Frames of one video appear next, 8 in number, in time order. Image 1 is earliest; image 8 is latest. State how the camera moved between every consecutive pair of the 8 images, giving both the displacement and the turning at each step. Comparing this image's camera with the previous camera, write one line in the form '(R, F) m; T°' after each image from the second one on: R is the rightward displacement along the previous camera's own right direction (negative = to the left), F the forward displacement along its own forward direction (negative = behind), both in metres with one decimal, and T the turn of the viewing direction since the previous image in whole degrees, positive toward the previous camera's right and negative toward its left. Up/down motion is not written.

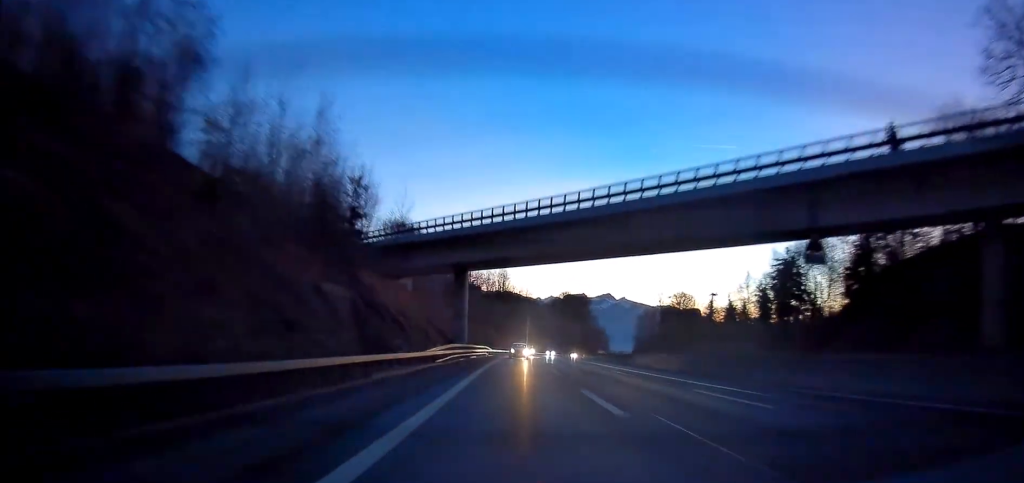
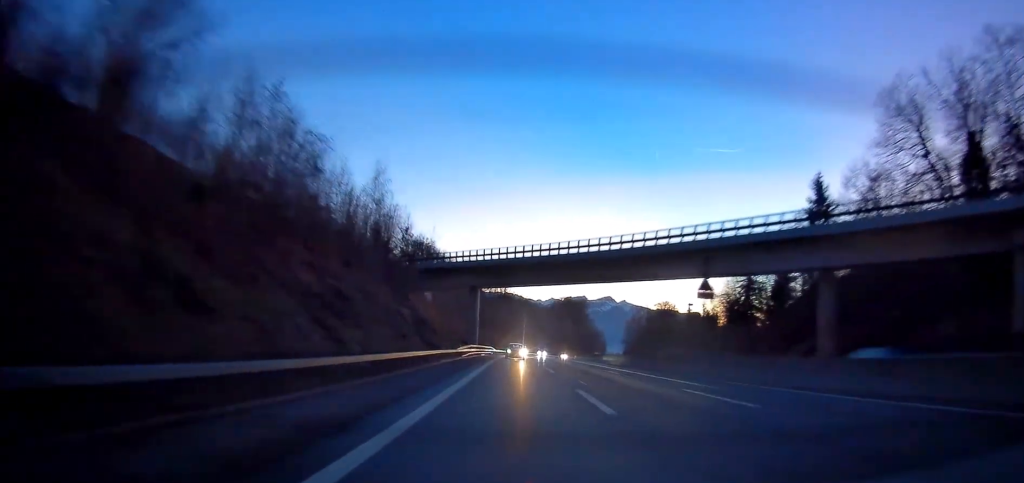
(-0.1, +18.3) m; 0°
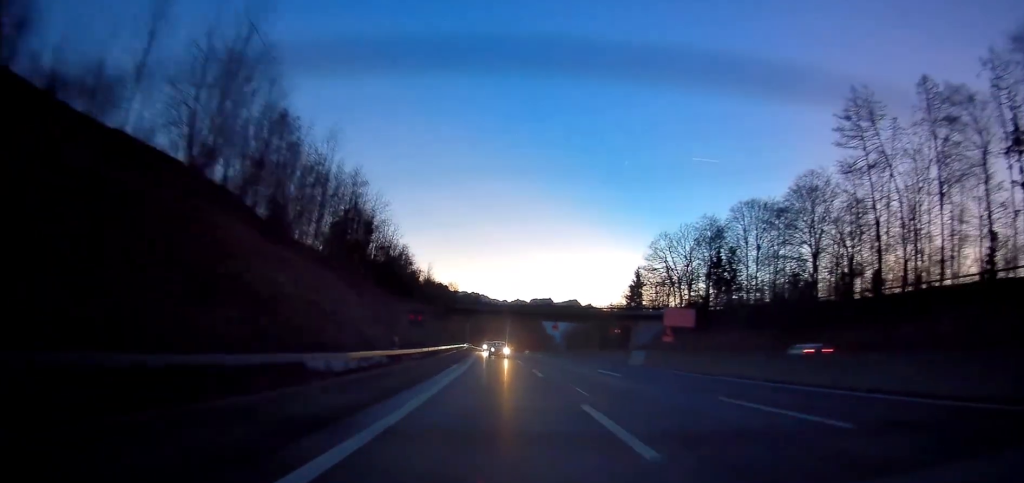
(+0.6, +84.6) m; +2°
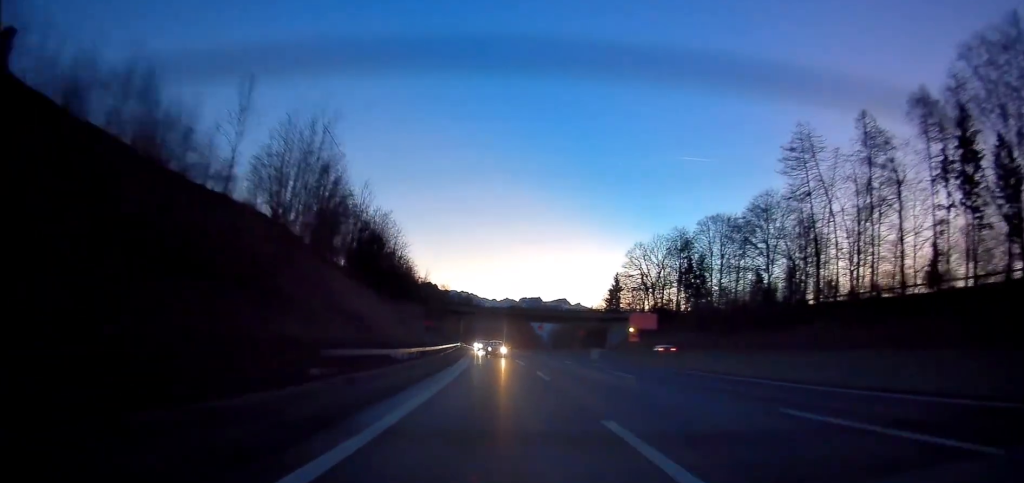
(0.0, +15.3) m; +1°
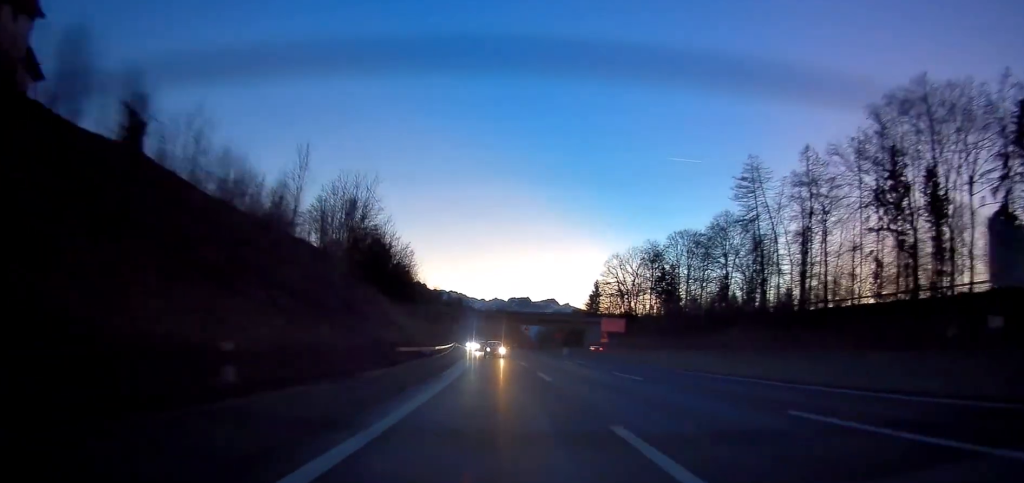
(+0.3, +17.4) m; +1°
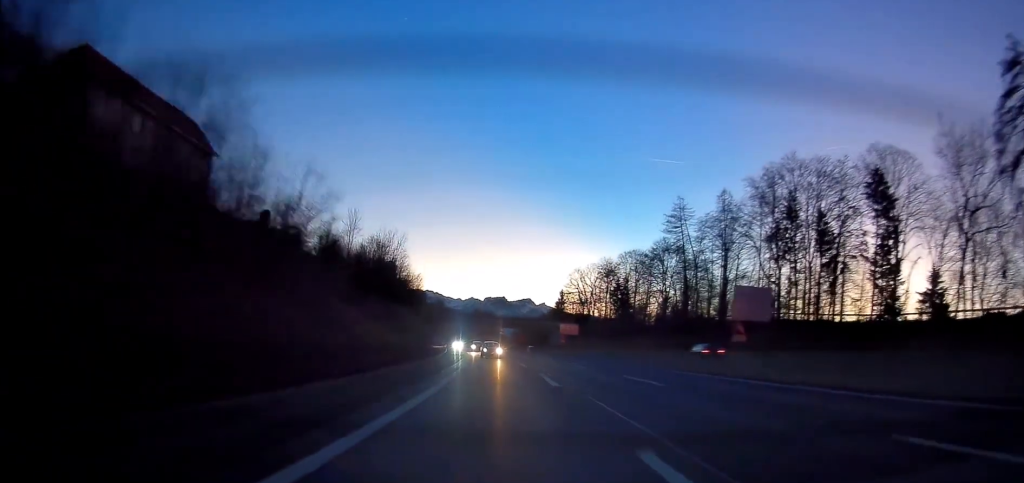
(+0.5, +32.6) m; +2°
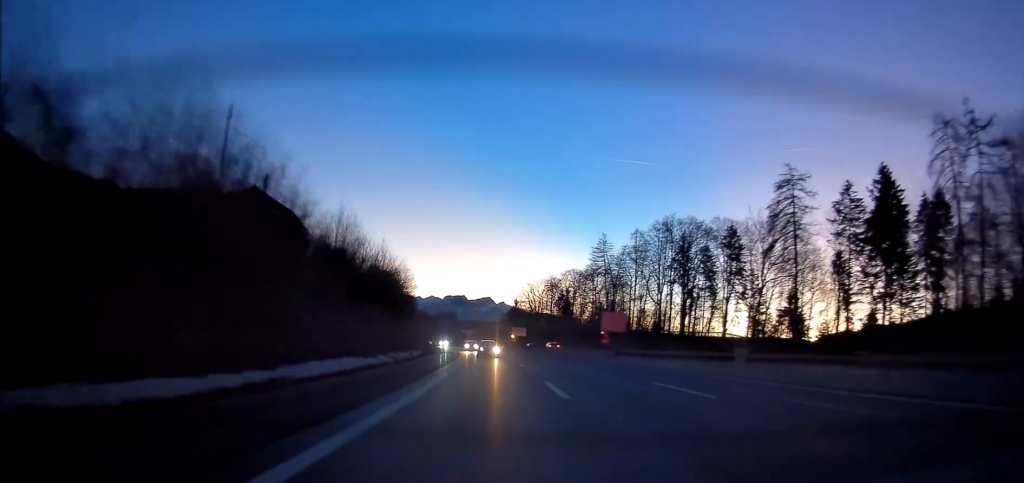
(+1.3, +48.9) m; +4°
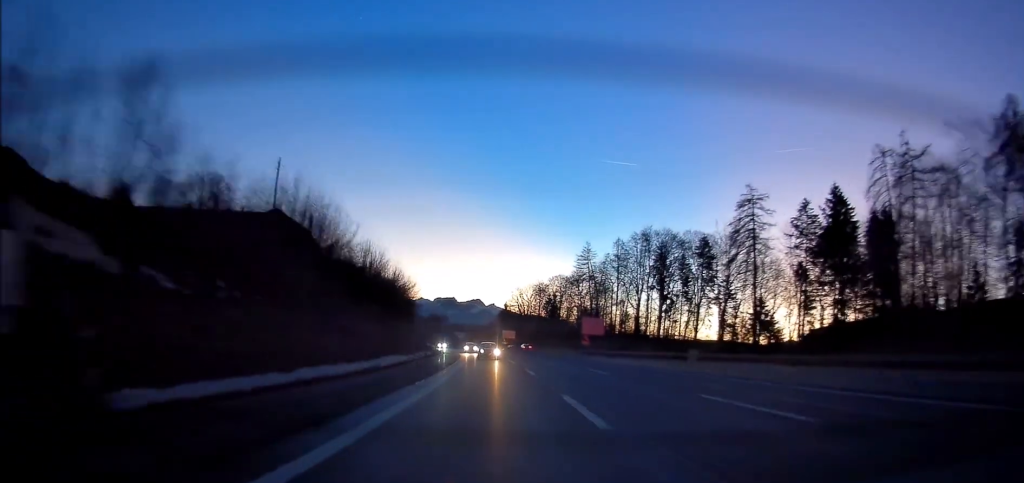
(+0.4, +13.1) m; +1°
